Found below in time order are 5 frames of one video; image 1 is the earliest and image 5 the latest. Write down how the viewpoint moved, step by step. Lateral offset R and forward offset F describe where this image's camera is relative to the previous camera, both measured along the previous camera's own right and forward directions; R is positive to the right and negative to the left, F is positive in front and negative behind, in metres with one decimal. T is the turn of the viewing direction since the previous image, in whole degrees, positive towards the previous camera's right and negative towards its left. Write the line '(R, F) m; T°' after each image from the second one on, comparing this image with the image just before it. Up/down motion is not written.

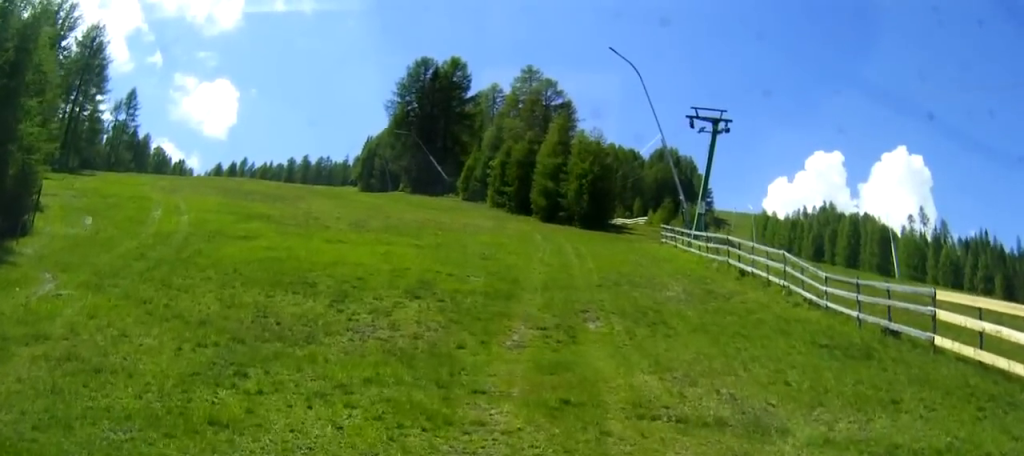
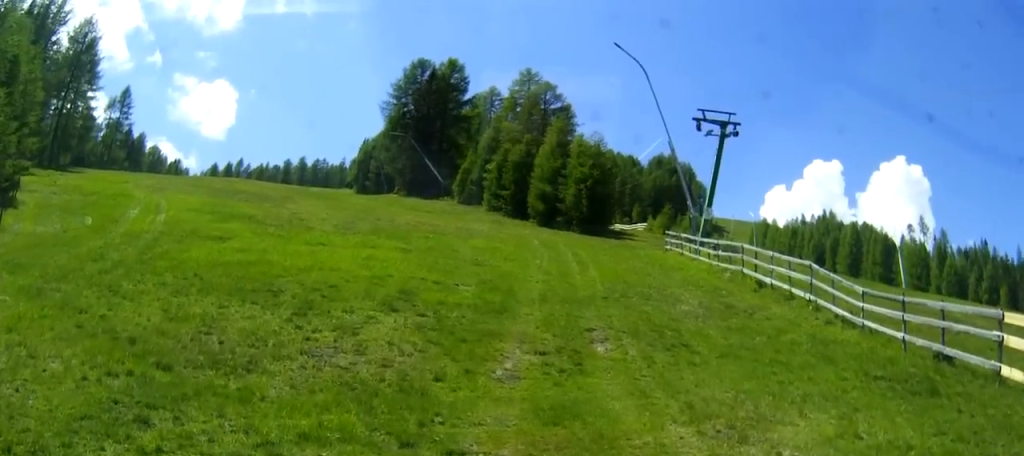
(0.0, +2.4) m; +3°
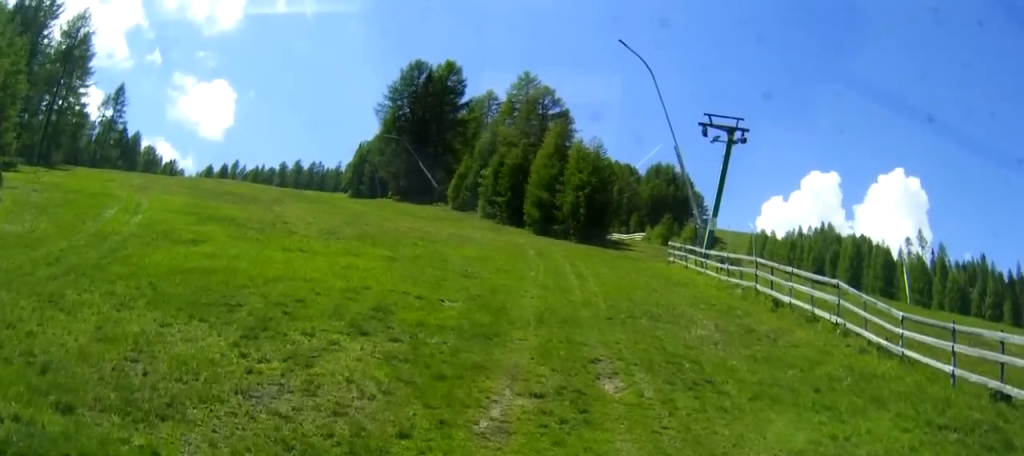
(+0.1, +2.2) m; +3°
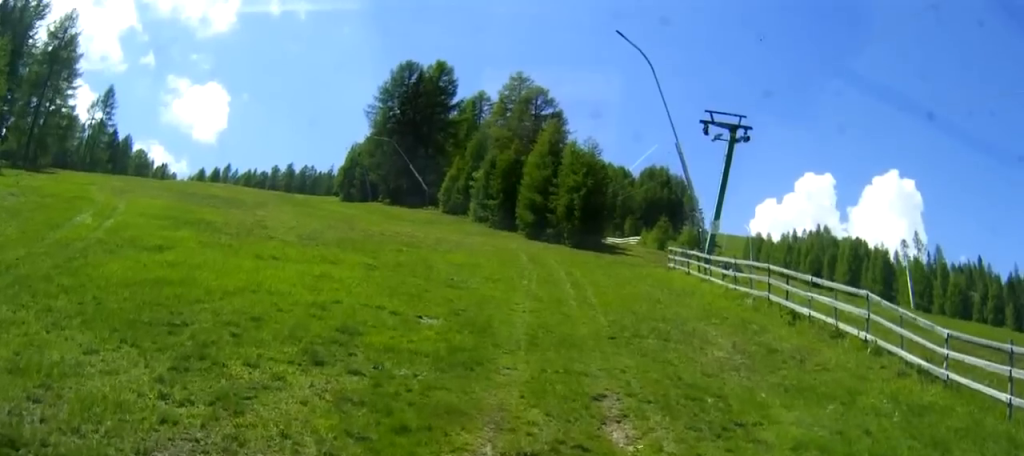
(0.0, +2.1) m; -1°
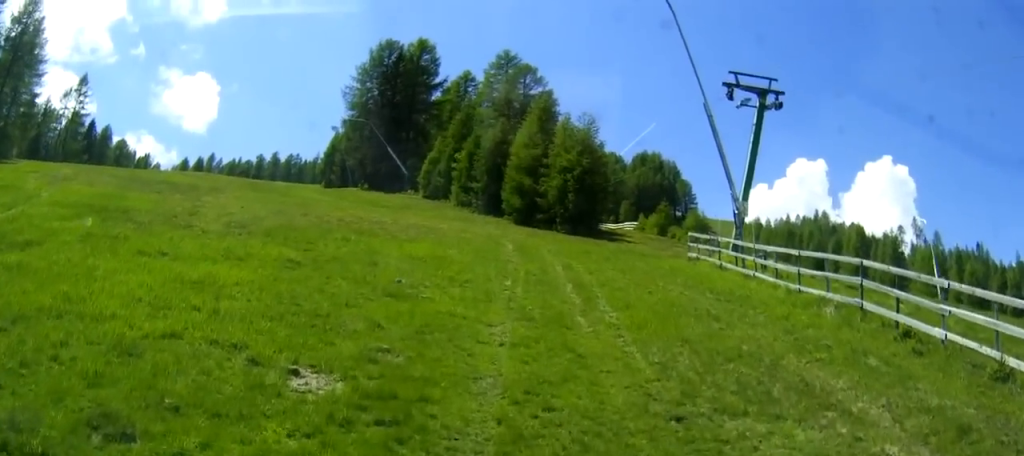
(+0.1, +7.7) m; +1°
